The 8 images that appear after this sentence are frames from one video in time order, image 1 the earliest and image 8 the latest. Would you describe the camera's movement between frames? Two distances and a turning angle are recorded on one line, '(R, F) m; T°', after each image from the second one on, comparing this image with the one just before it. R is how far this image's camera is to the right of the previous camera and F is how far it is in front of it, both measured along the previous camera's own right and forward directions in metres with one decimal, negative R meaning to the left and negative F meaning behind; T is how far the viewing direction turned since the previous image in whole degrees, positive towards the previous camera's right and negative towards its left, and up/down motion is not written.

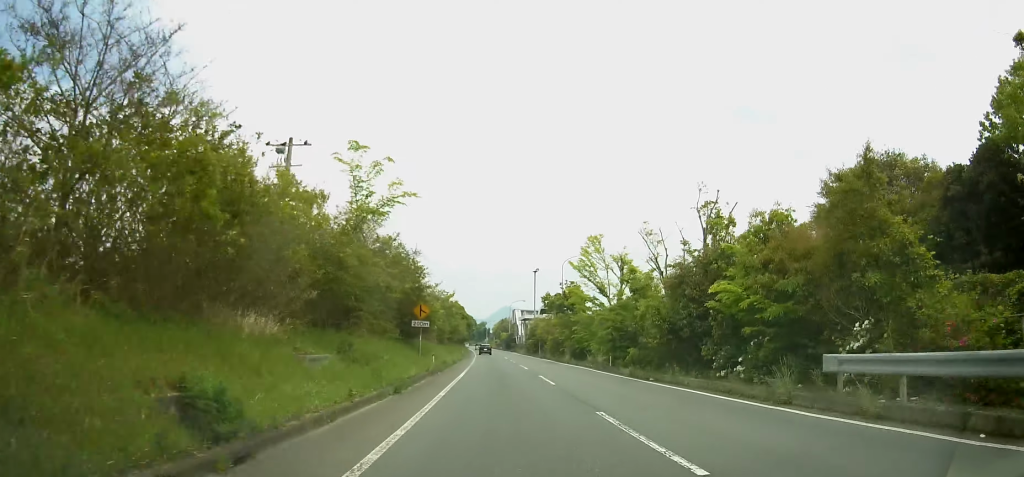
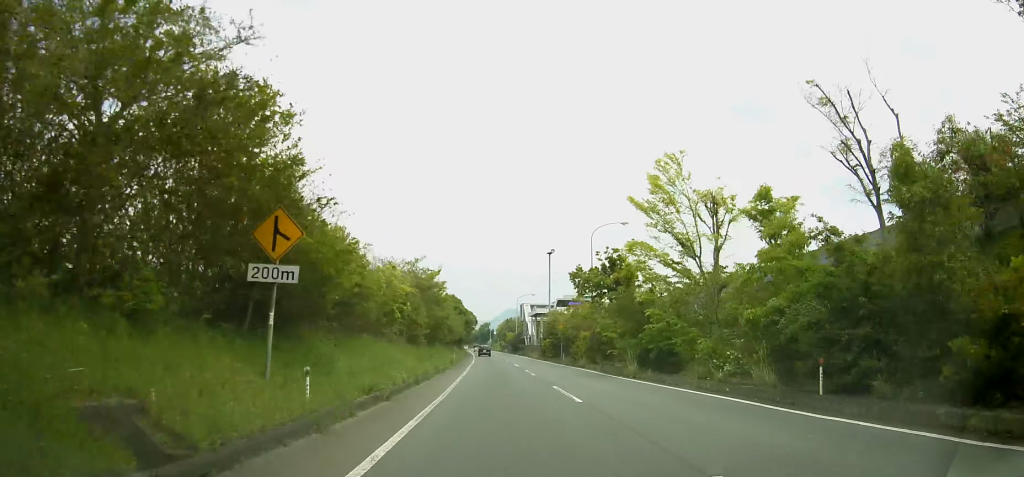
(-0.2, +21.2) m; -1°
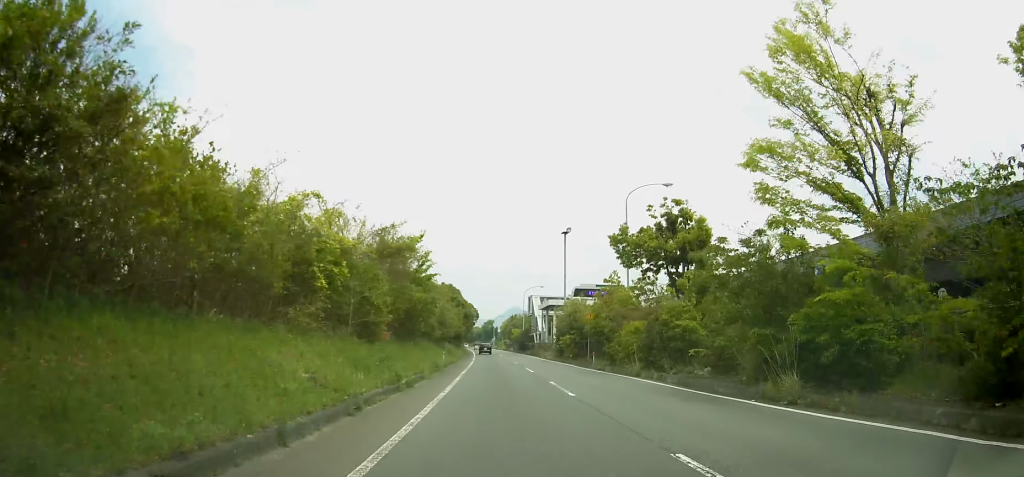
(-0.1, +13.6) m; -1°
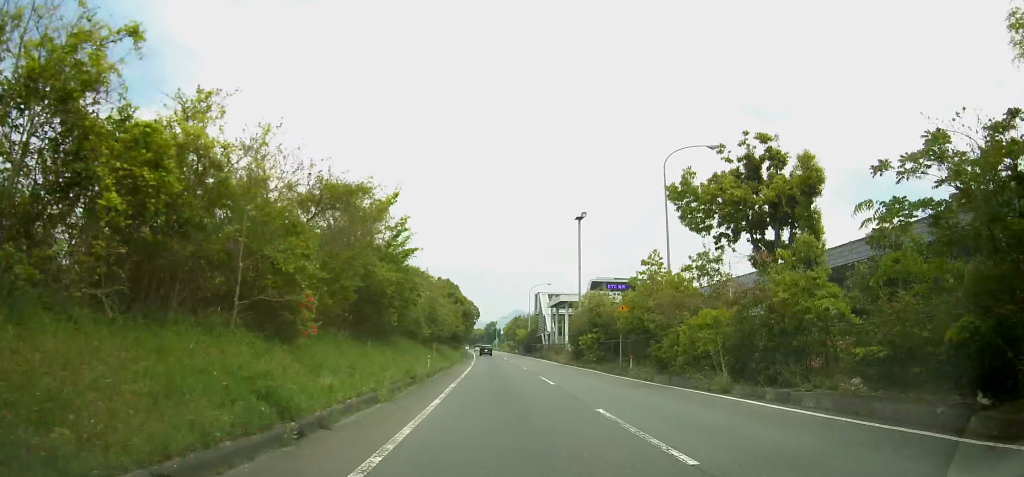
(0.0, +9.5) m; 0°
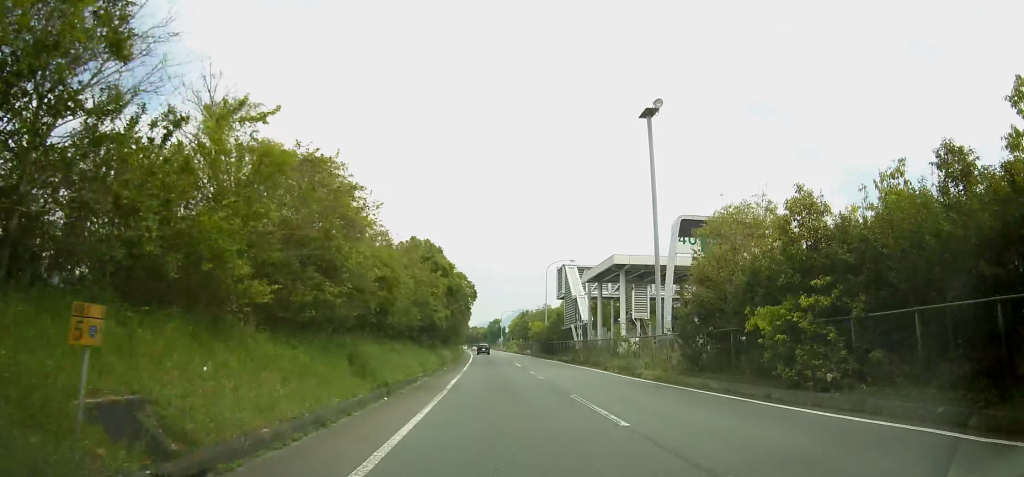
(-0.2, +26.6) m; -1°
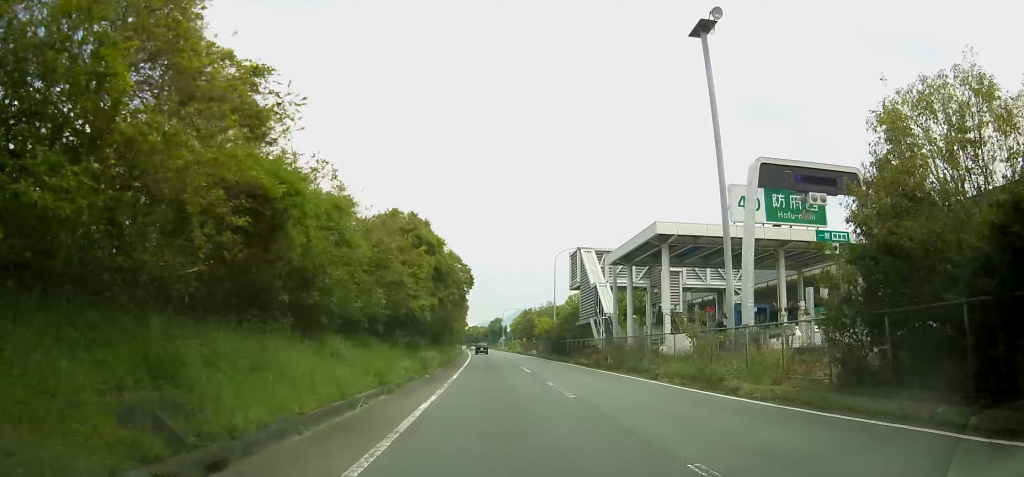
(0.0, +9.5) m; 0°
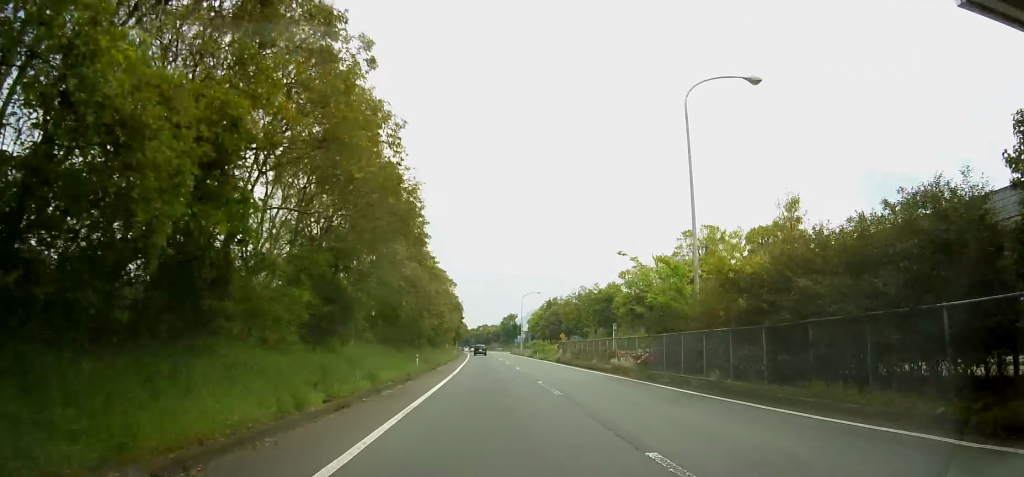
(-0.3, +44.3) m; -1°
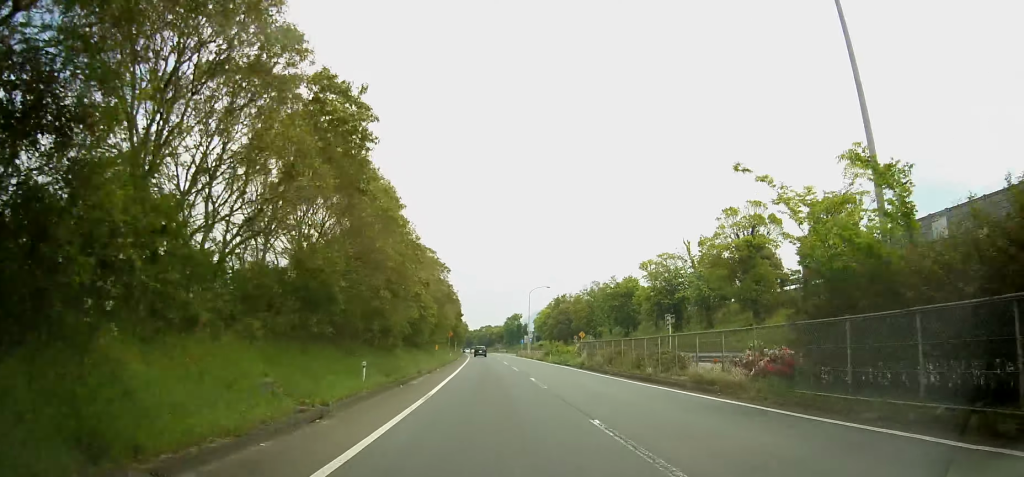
(-0.1, +11.5) m; 0°
